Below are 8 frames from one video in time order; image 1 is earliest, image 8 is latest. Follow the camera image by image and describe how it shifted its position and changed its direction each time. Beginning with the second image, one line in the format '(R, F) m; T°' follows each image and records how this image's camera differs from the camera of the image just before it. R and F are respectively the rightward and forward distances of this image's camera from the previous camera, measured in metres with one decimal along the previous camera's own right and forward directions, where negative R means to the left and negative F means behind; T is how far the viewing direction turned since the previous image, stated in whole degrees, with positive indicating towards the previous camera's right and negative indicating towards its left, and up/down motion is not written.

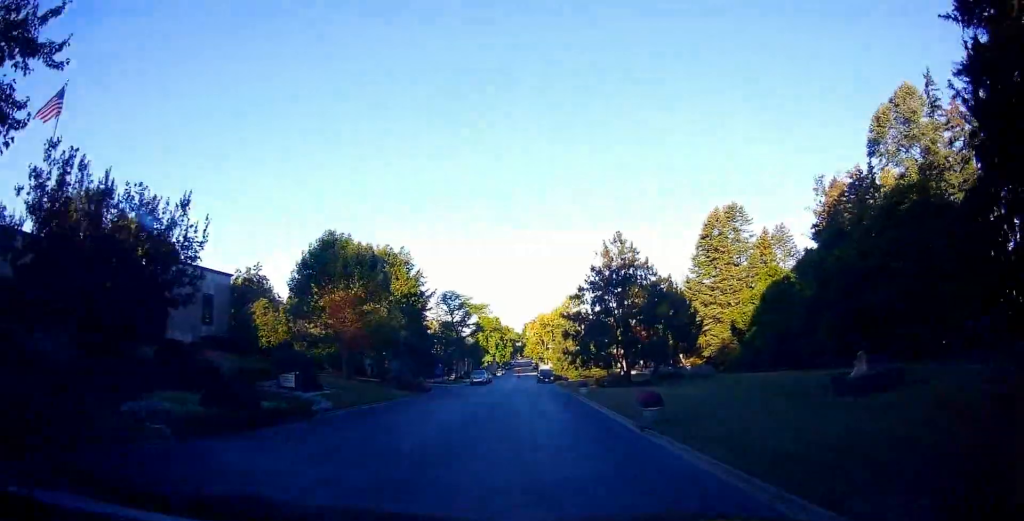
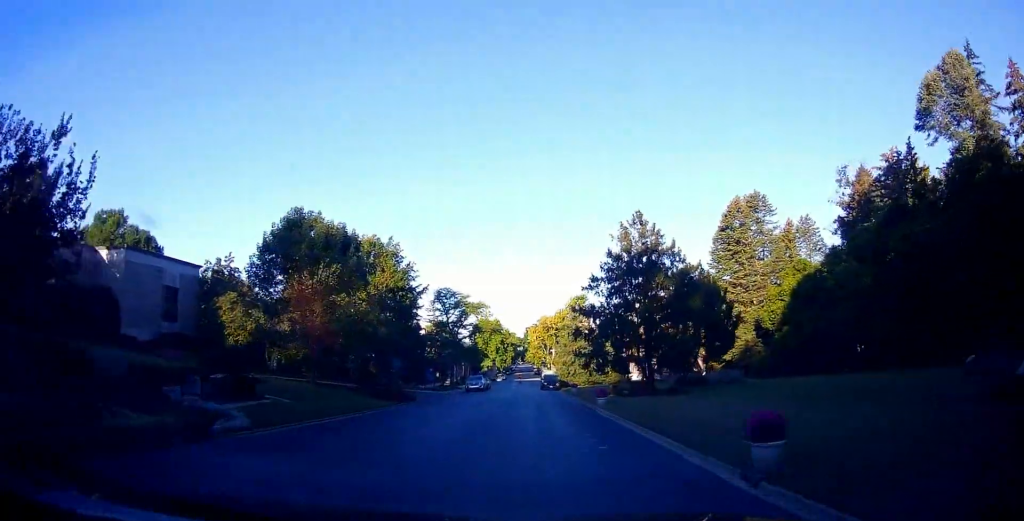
(+0.1, +6.8) m; +4°
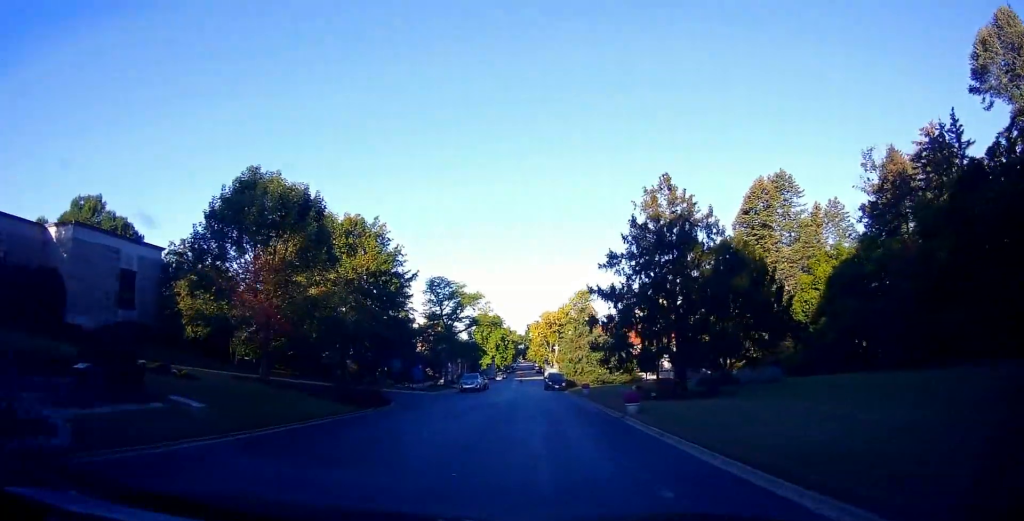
(+0.7, +6.7) m; 0°
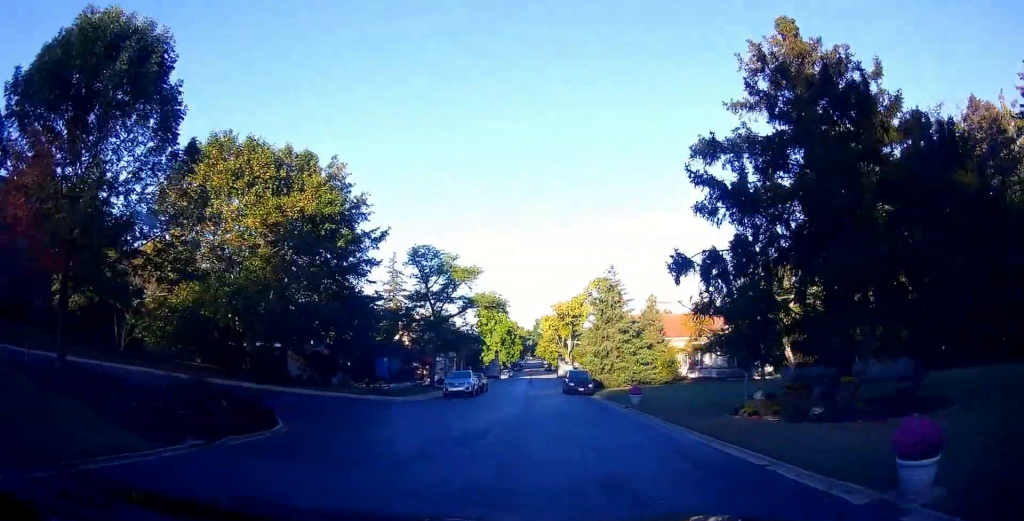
(-1.5, +14.8) m; -6°
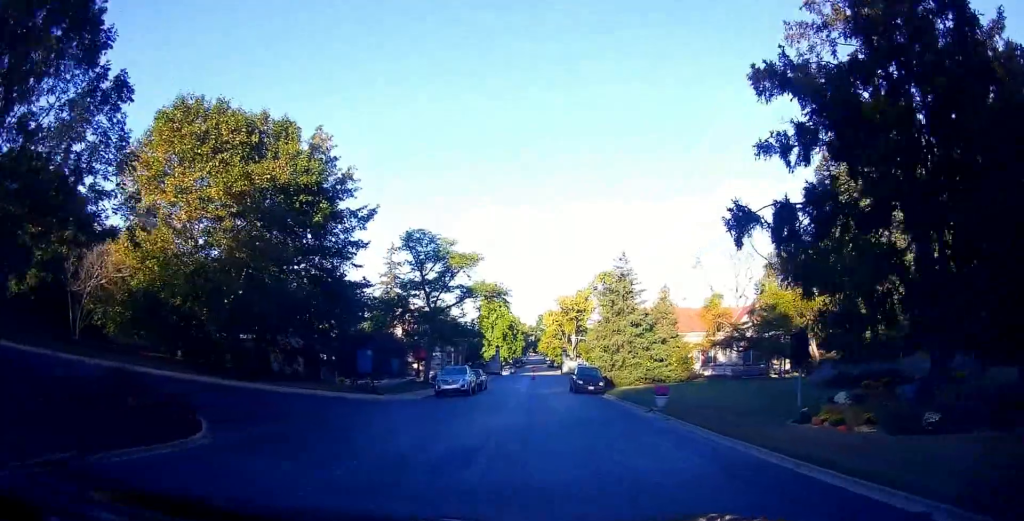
(0.0, +4.1) m; 0°
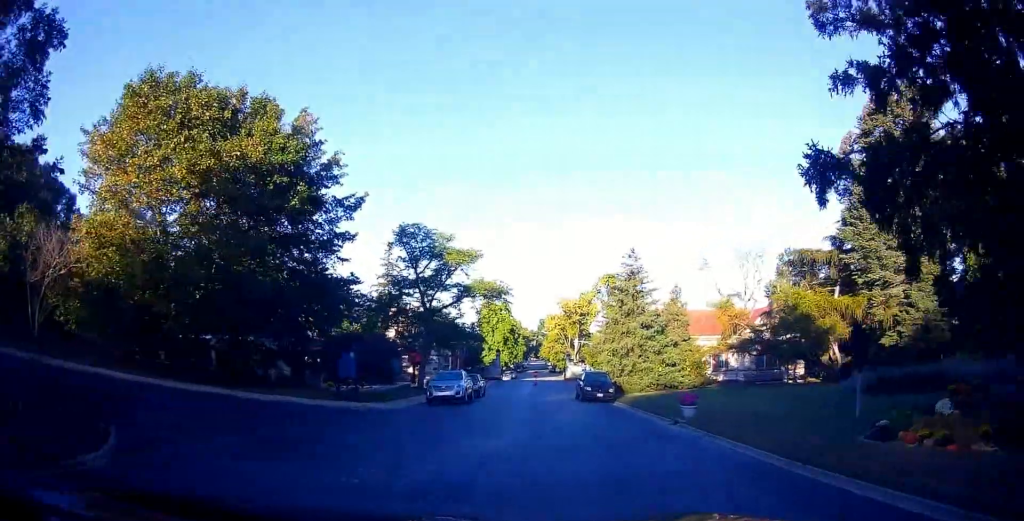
(0.0, +3.2) m; 0°
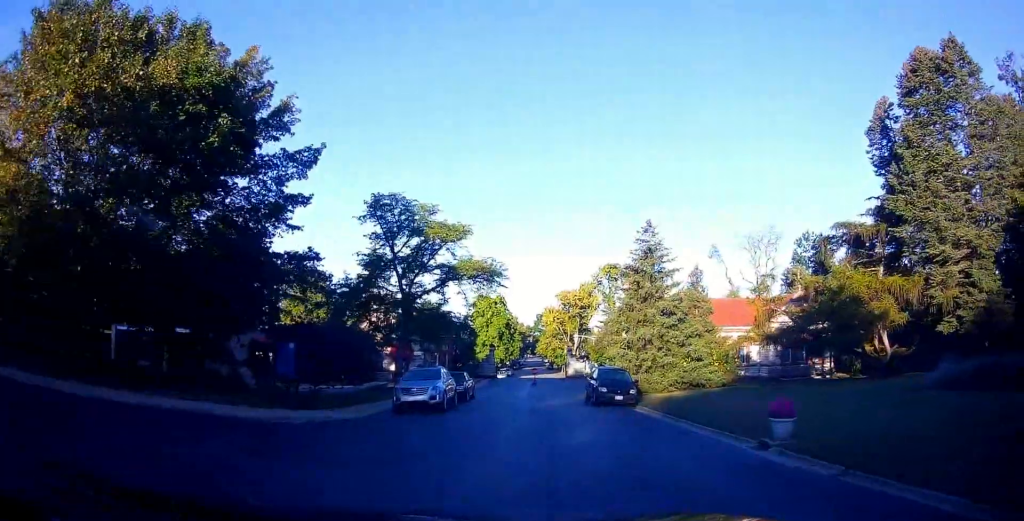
(0.0, +6.8) m; +3°
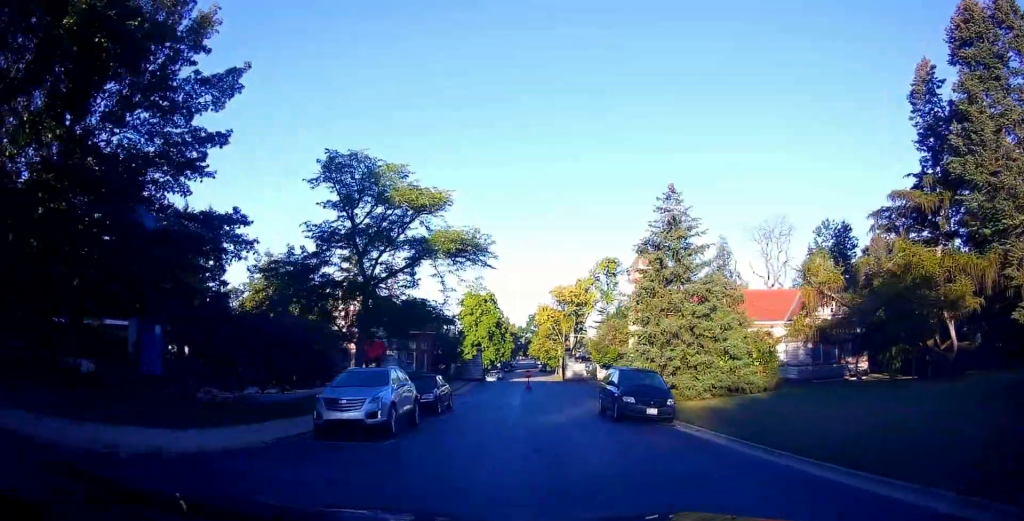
(+0.4, +7.4) m; +4°
